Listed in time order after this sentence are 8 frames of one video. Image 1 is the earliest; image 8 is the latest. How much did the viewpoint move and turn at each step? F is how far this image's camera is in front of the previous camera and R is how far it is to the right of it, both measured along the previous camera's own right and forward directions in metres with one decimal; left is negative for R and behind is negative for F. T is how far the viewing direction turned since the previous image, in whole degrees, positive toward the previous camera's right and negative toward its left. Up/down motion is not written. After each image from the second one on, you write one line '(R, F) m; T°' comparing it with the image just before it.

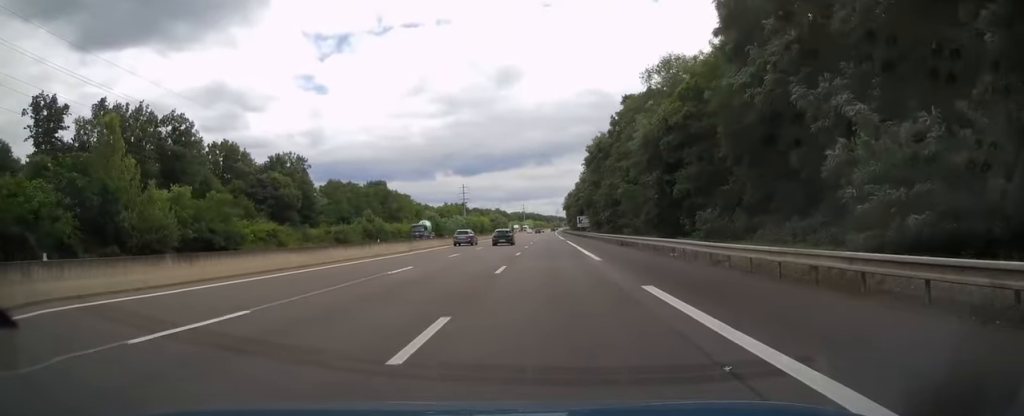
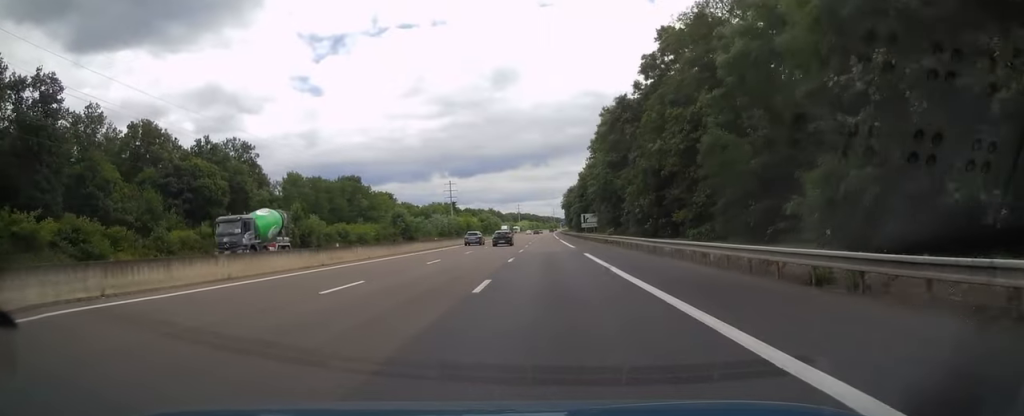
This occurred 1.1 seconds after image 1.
(-0.1, +32.0) m; 0°
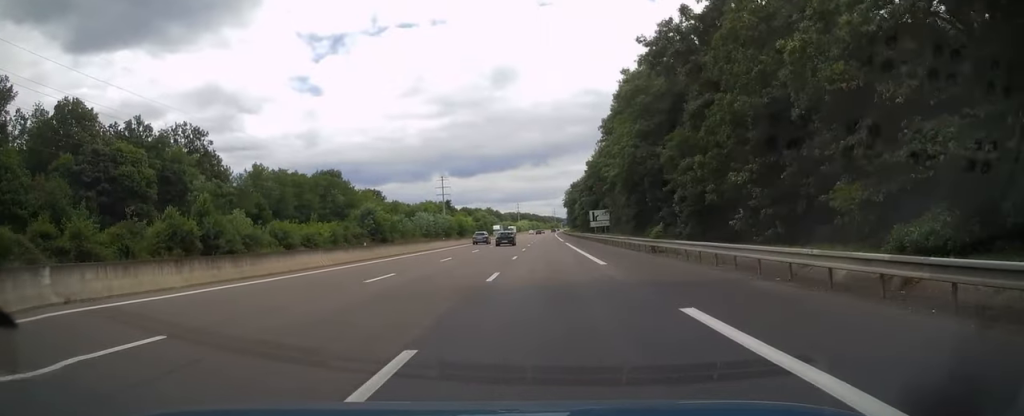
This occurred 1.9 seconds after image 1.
(0.0, +22.6) m; 0°
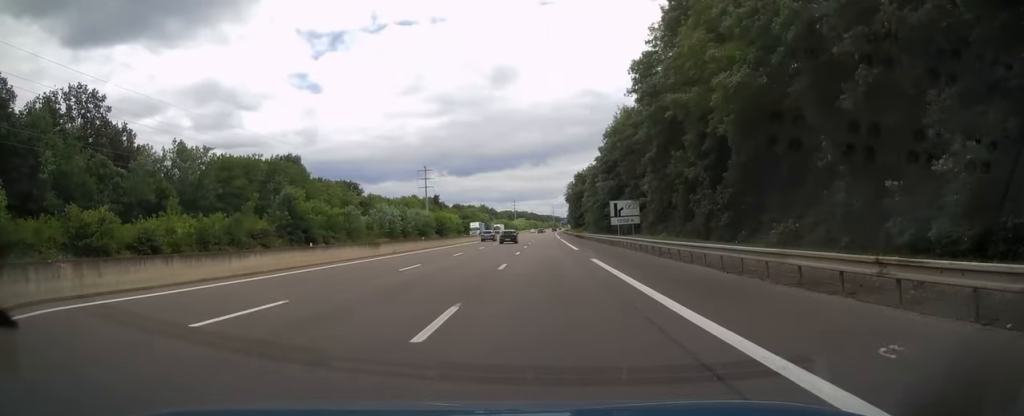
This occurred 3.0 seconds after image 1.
(+0.1, +34.5) m; 0°
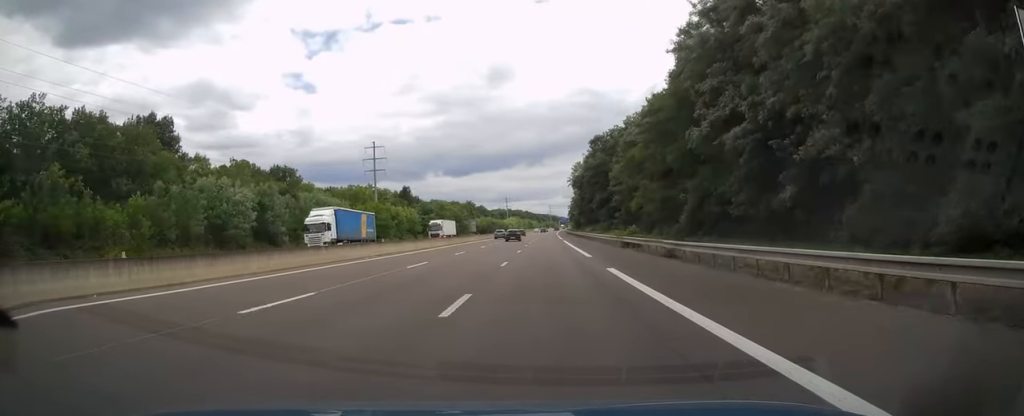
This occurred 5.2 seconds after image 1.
(+0.1, +63.3) m; 0°
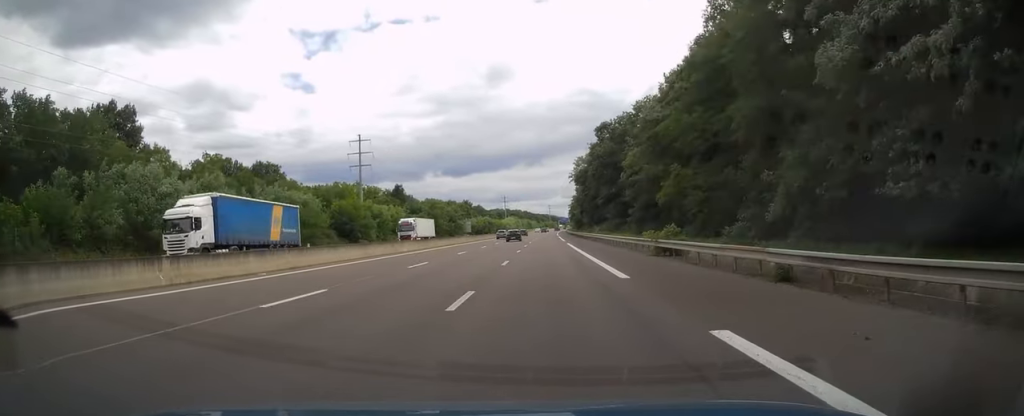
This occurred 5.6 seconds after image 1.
(0.0, +12.3) m; 0°
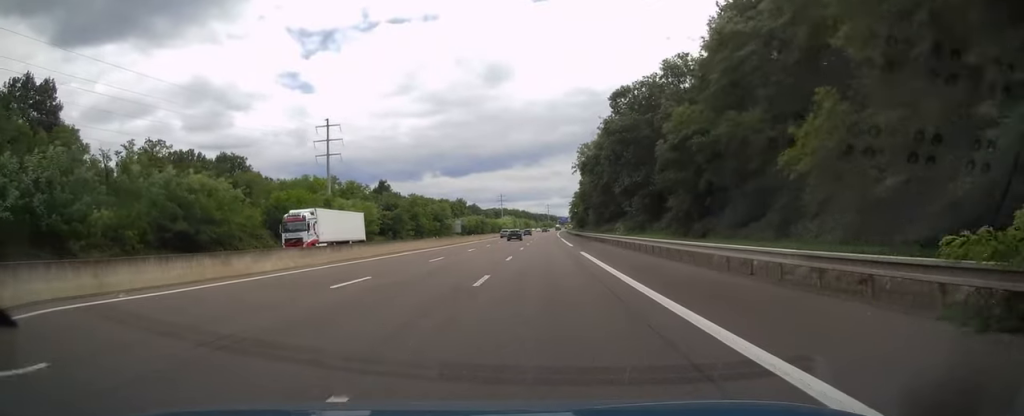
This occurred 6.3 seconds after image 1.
(0.0, +21.6) m; 0°
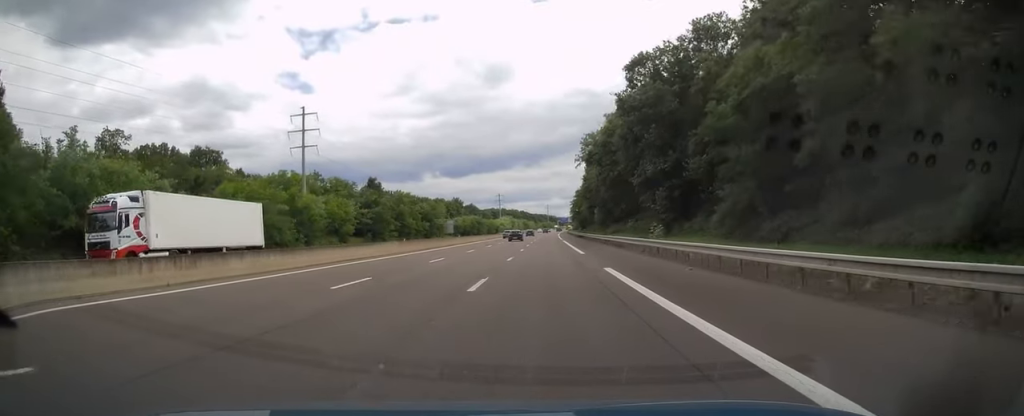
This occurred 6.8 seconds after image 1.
(0.0, +13.3) m; 0°
